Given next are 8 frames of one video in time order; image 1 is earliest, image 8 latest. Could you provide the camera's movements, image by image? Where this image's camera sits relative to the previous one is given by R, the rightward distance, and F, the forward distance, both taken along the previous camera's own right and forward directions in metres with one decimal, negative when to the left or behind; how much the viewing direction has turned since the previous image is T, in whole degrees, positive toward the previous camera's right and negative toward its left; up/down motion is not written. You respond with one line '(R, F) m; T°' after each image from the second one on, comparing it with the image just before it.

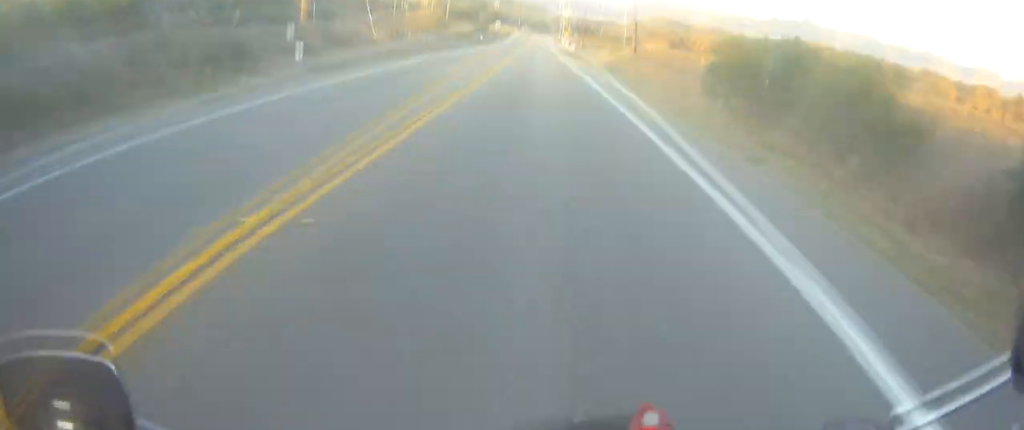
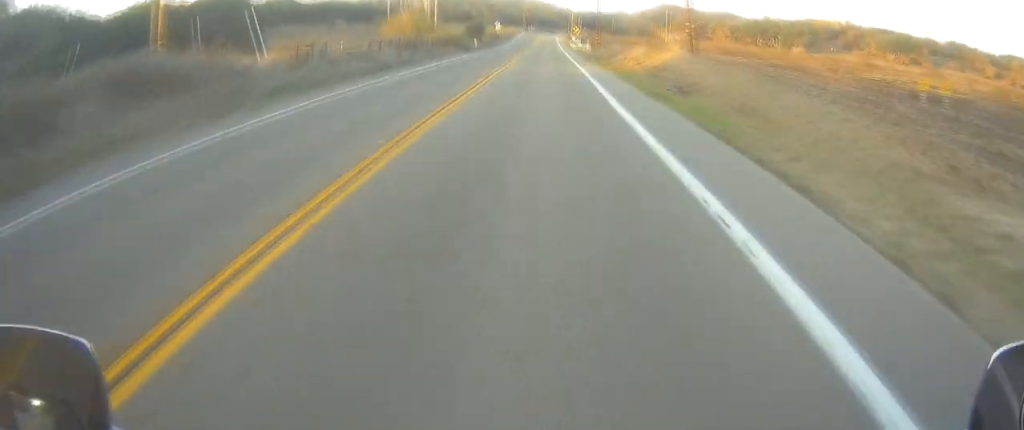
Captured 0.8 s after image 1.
(-0.8, +18.1) m; -3°
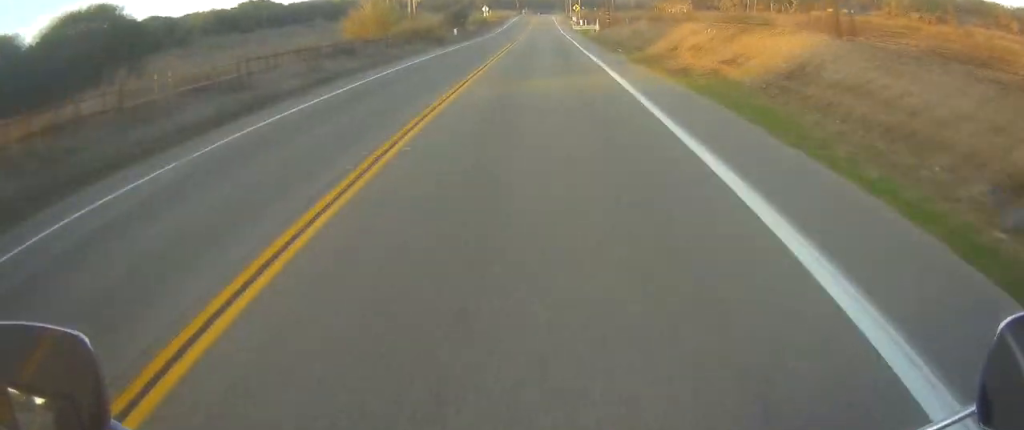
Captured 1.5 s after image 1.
(-0.2, +16.5) m; 0°
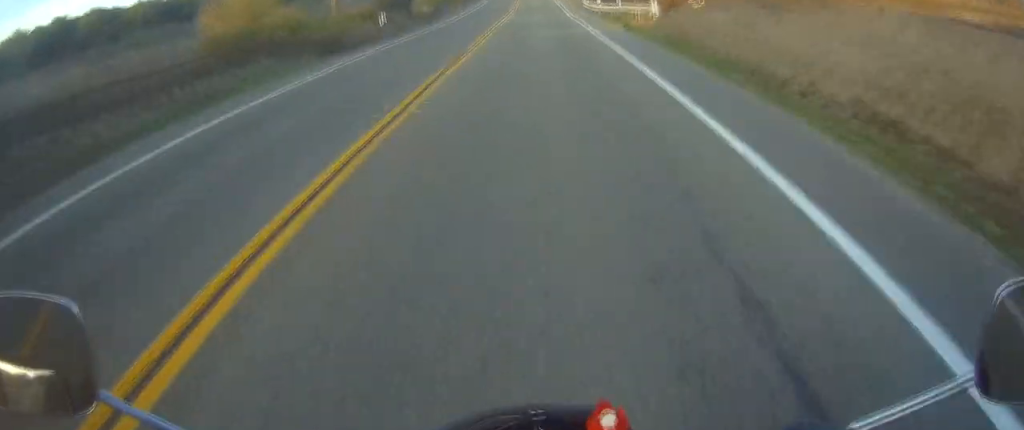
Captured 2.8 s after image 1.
(+0.3, +30.1) m; +1°
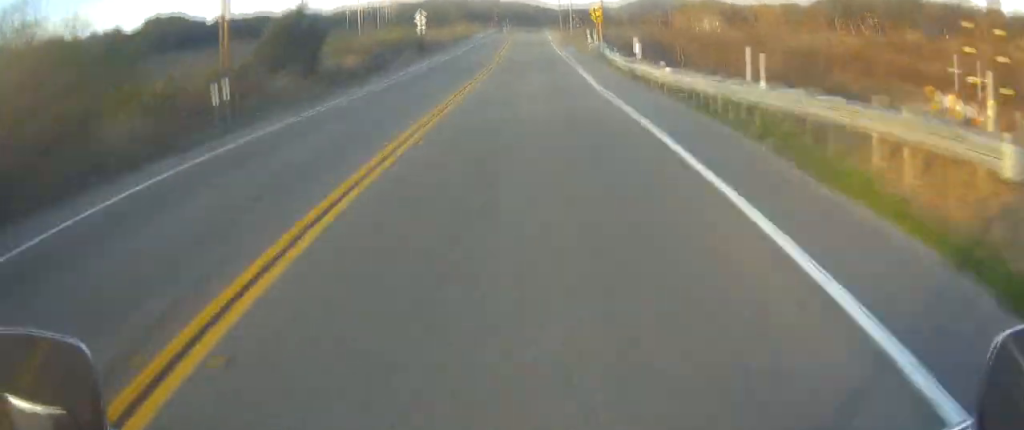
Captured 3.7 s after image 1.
(+0.1, +21.1) m; +1°
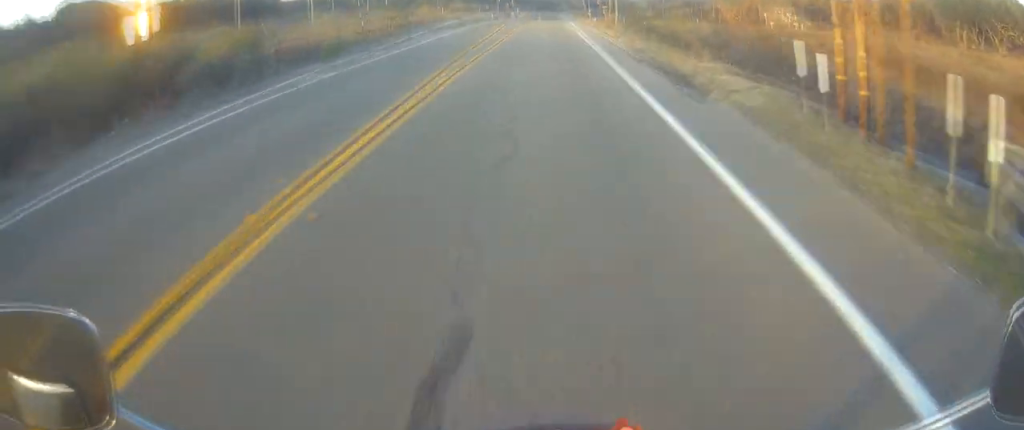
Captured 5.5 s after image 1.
(+0.5, +42.4) m; +1°
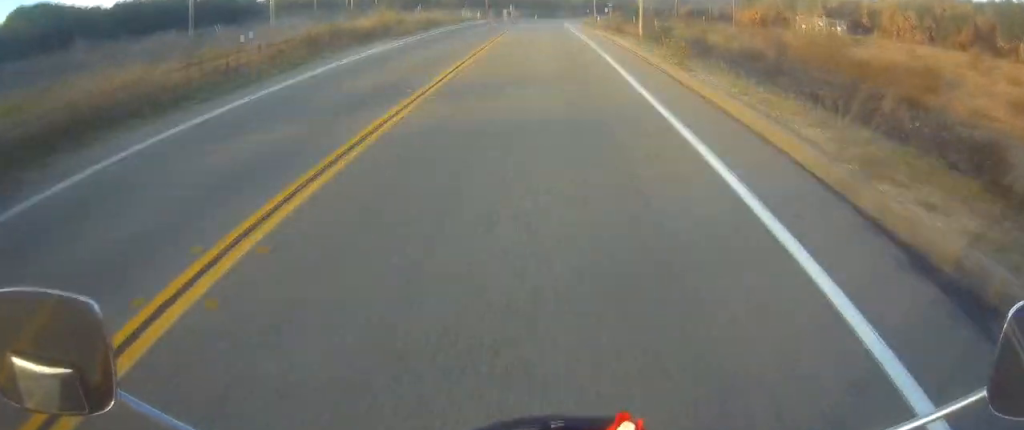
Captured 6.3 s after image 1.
(0.0, +16.3) m; -1°
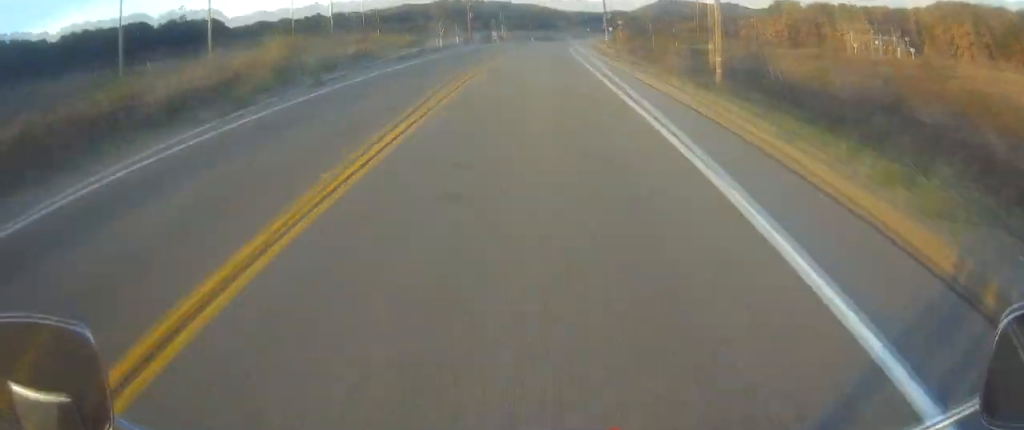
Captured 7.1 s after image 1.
(-0.3, +18.2) m; 0°
